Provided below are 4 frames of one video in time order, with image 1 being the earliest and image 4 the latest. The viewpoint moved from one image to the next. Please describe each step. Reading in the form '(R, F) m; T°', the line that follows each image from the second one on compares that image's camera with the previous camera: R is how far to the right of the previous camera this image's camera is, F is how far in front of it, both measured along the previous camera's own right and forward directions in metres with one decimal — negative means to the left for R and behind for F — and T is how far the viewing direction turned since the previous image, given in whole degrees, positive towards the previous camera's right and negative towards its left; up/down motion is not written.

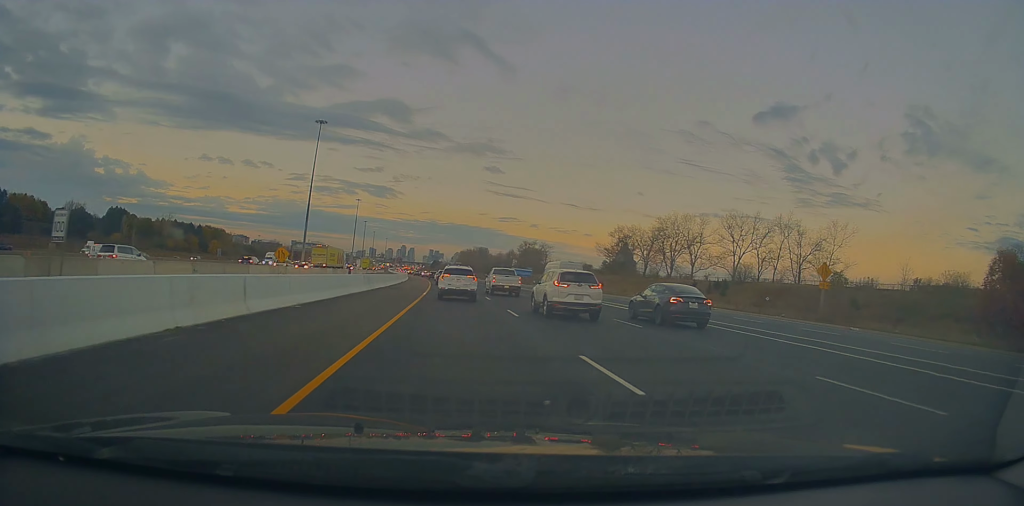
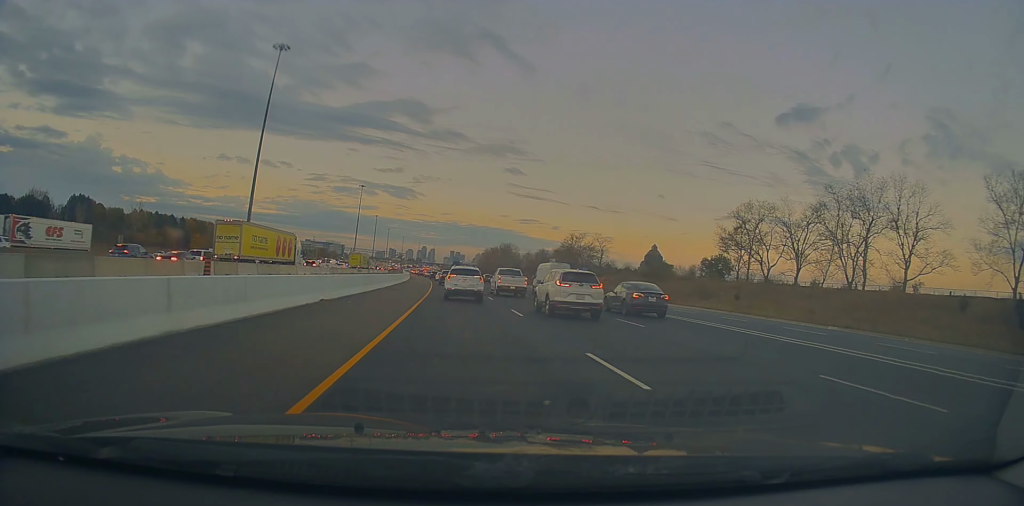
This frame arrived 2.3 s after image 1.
(-1.2, +48.4) m; -2°
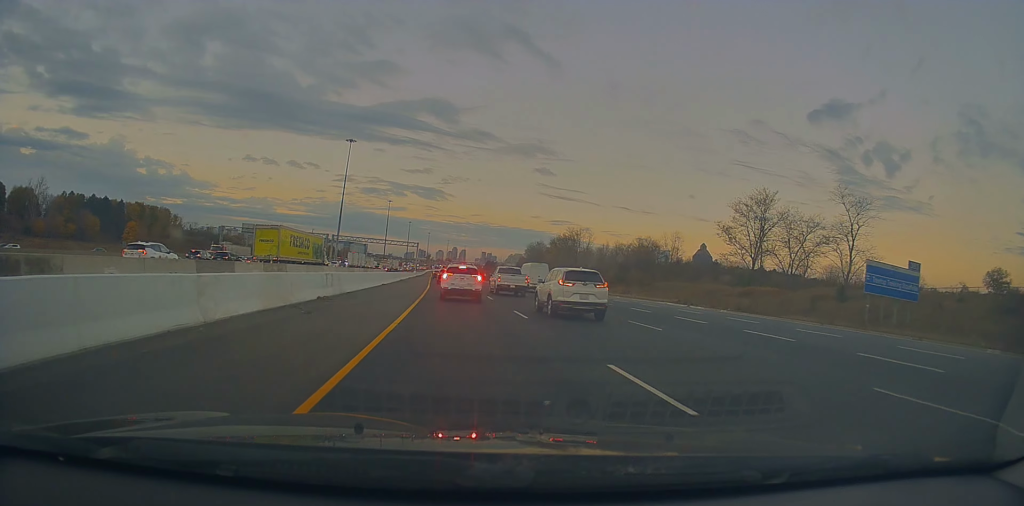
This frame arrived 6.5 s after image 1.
(-1.8, +86.3) m; -3°
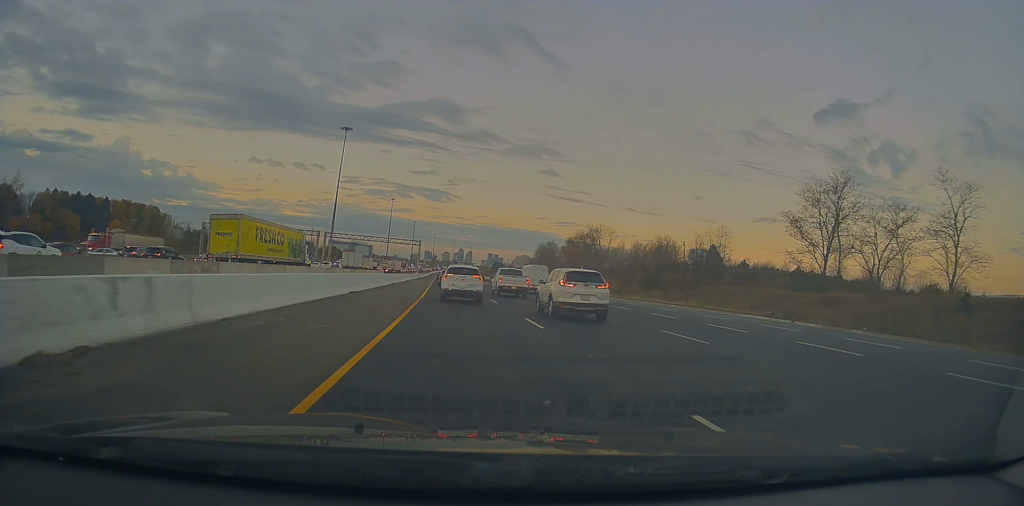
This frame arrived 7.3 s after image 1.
(-0.1, +15.2) m; 0°
